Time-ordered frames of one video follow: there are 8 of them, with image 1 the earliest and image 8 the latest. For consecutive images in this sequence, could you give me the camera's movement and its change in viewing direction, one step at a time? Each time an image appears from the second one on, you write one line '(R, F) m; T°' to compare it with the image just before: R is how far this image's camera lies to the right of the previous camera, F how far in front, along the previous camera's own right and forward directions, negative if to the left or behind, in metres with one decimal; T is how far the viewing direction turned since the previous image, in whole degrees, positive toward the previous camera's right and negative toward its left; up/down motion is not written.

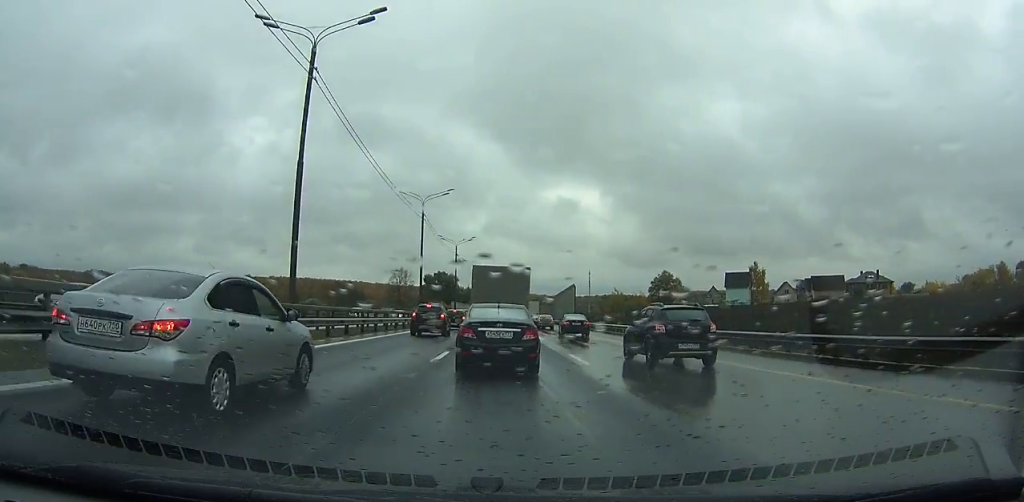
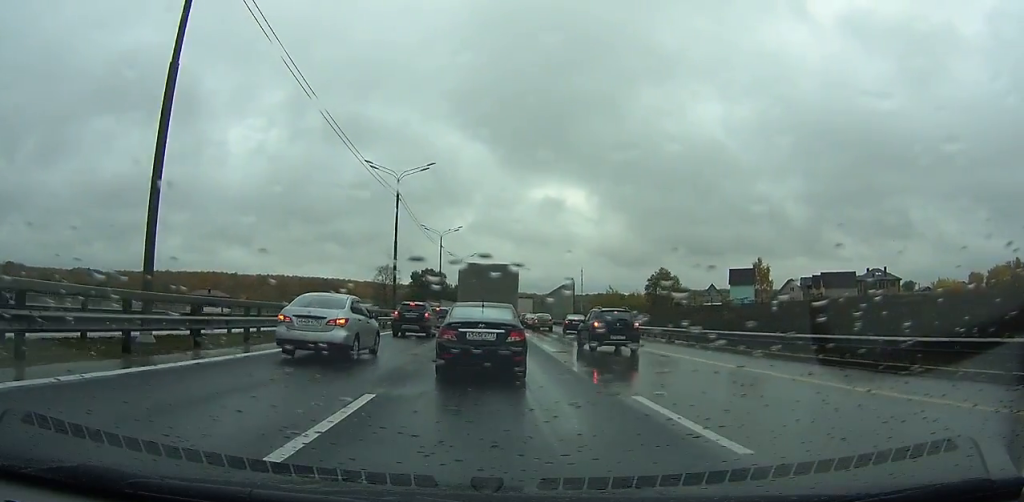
(0.0, +8.7) m; +1°
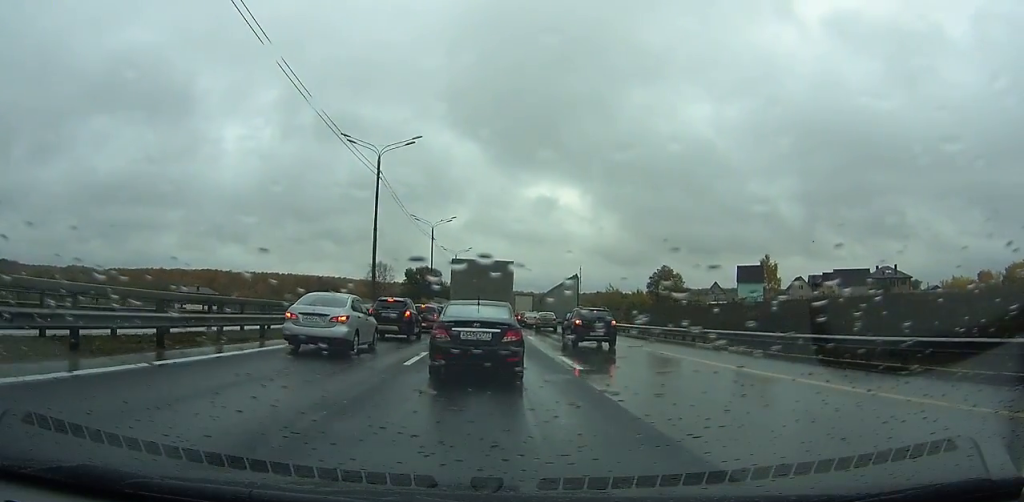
(0.0, +6.5) m; 0°
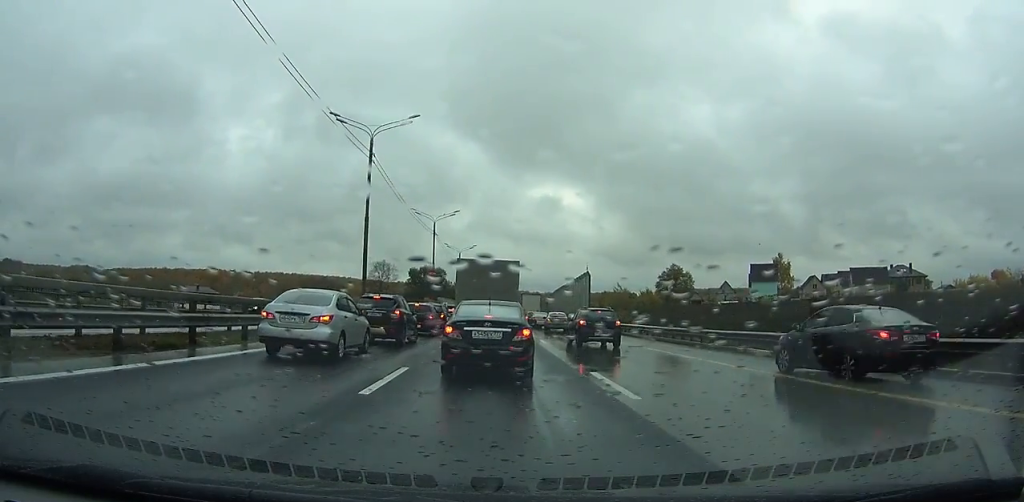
(+0.1, +4.6) m; 0°
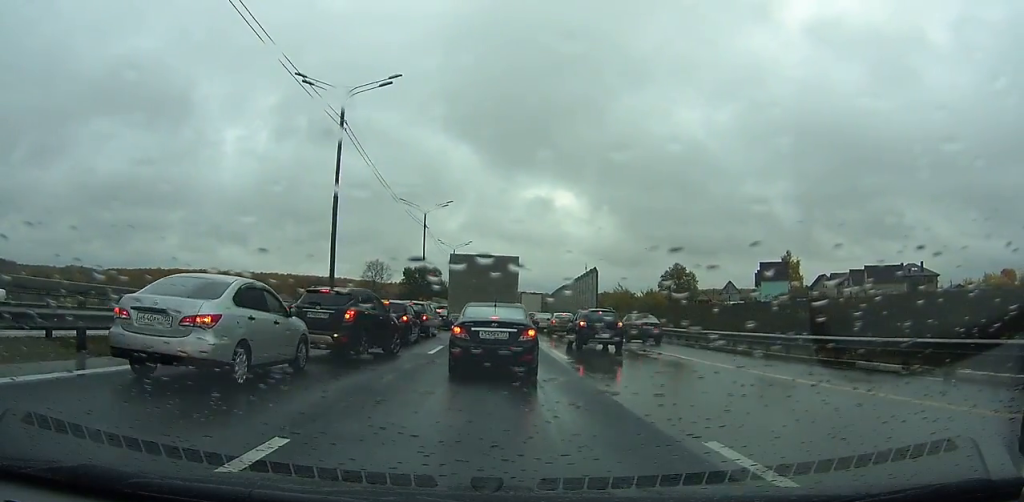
(-0.2, +6.6) m; -2°
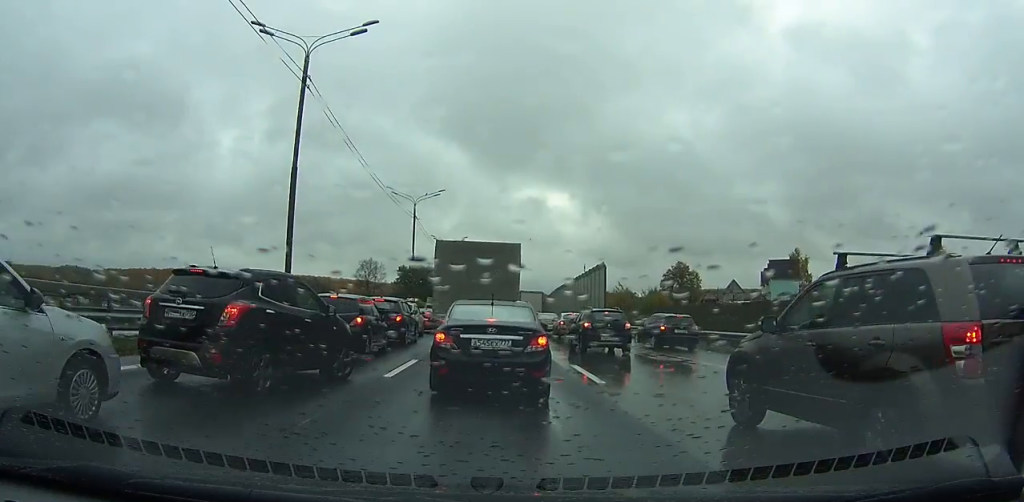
(-0.1, +5.6) m; -1°
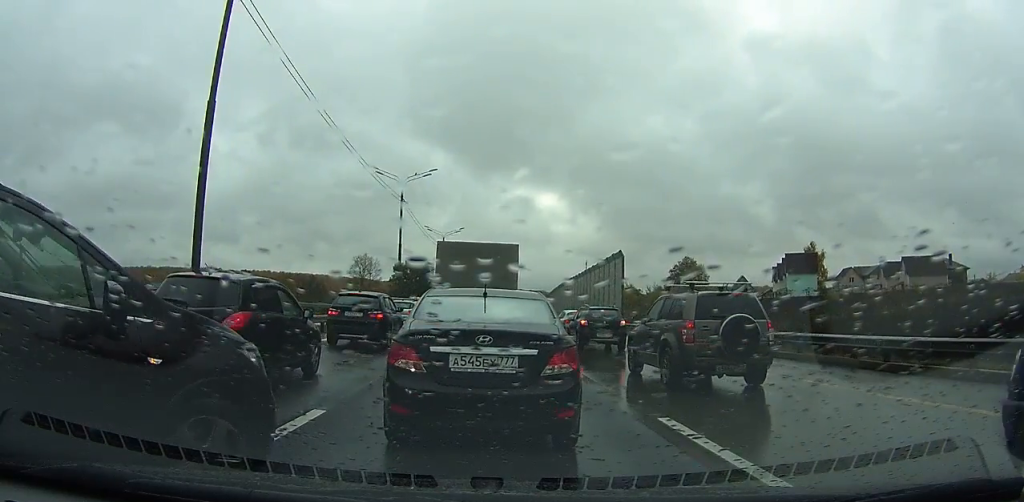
(-0.1, +7.5) m; -6°
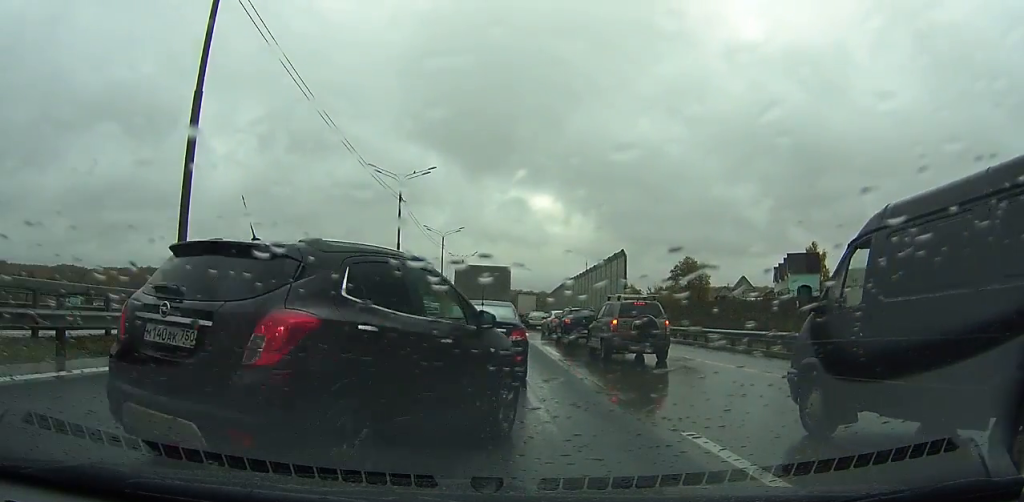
(-0.2, +2.3) m; -2°
